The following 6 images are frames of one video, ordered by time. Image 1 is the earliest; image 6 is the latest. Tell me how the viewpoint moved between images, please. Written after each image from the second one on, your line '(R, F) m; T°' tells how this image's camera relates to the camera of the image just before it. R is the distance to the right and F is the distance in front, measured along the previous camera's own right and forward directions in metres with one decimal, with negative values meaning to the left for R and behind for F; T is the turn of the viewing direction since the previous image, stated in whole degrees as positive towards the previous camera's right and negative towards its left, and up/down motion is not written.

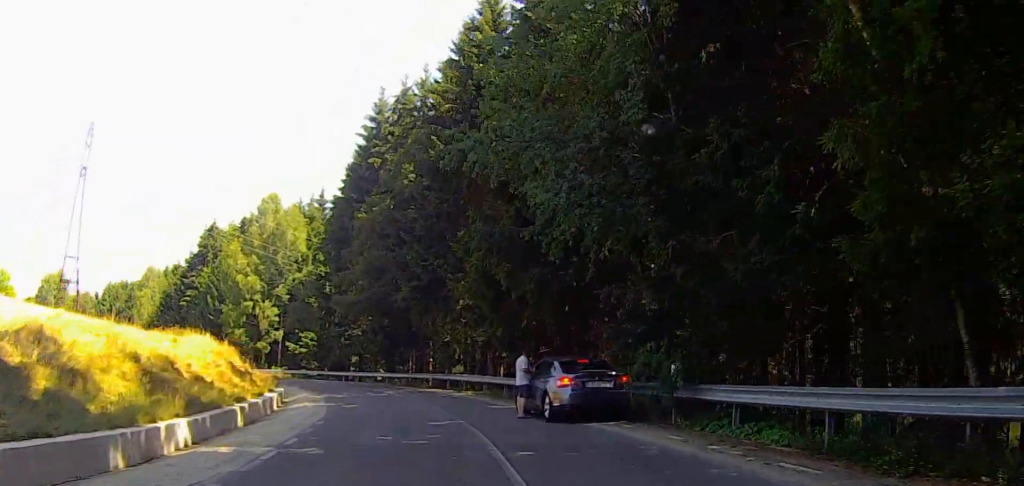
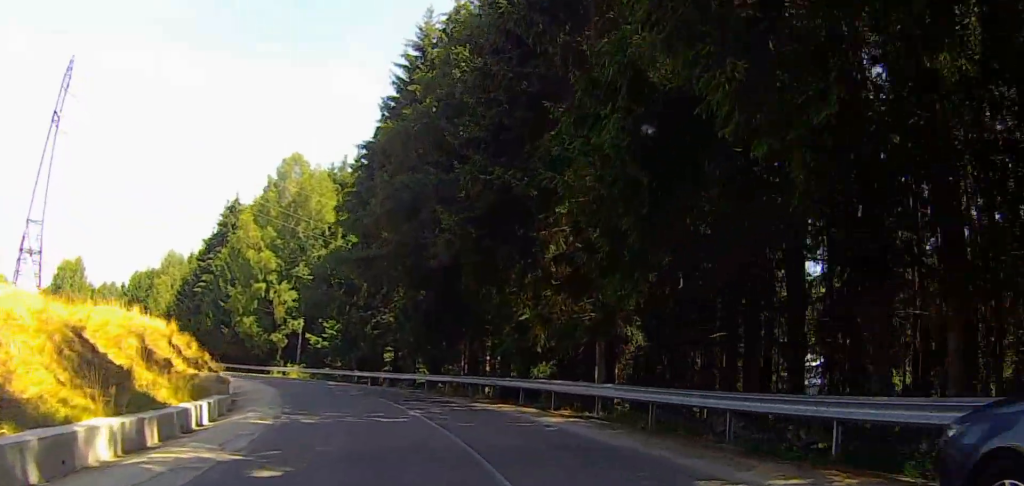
(-1.8, +14.8) m; -4°
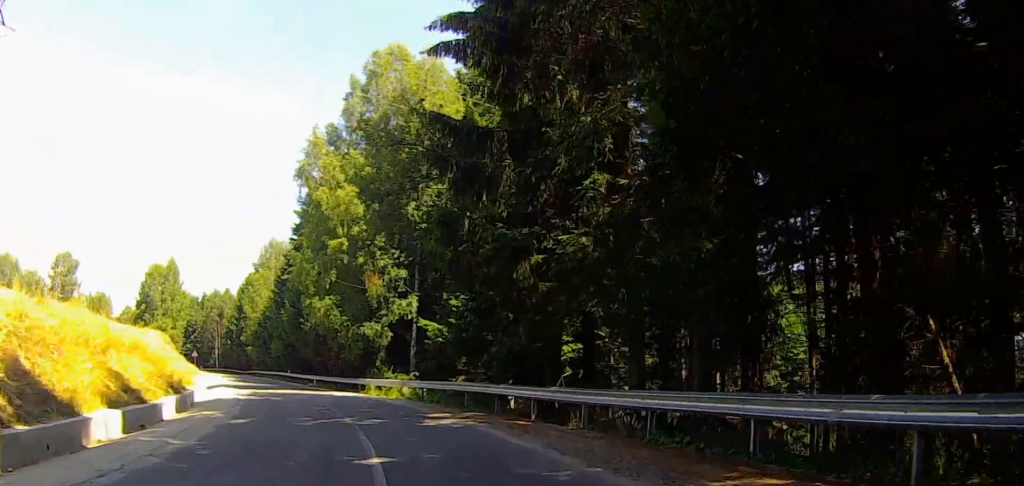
(-1.5, +25.1) m; -13°
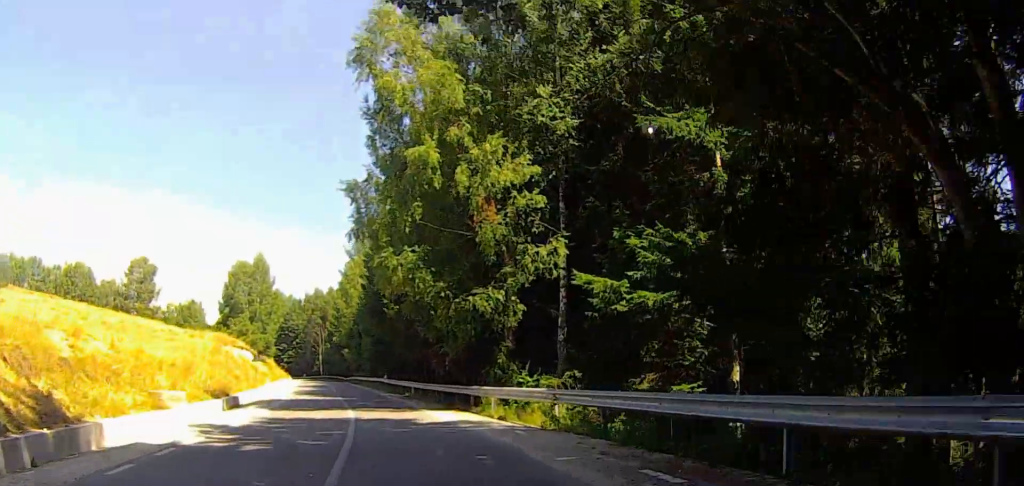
(-1.3, +16.1) m; -6°
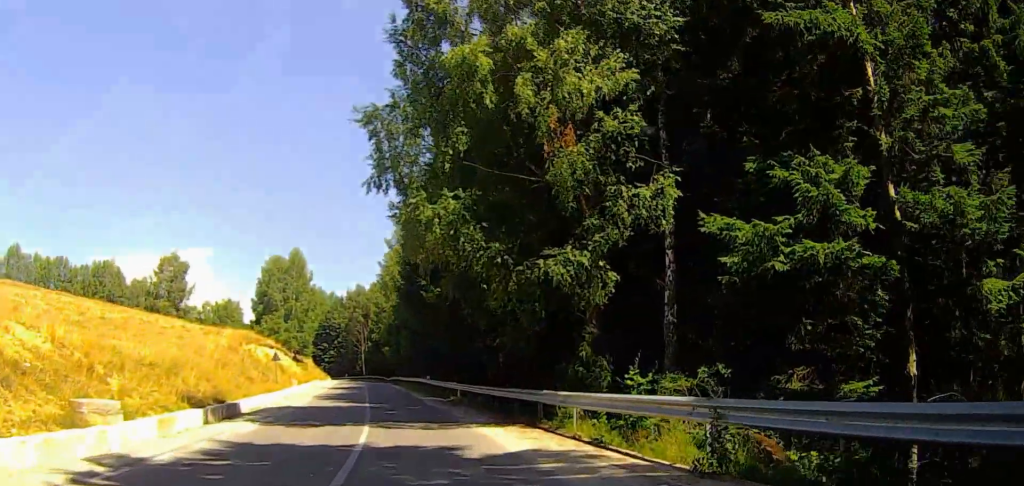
(-0.1, +7.1) m; -2°
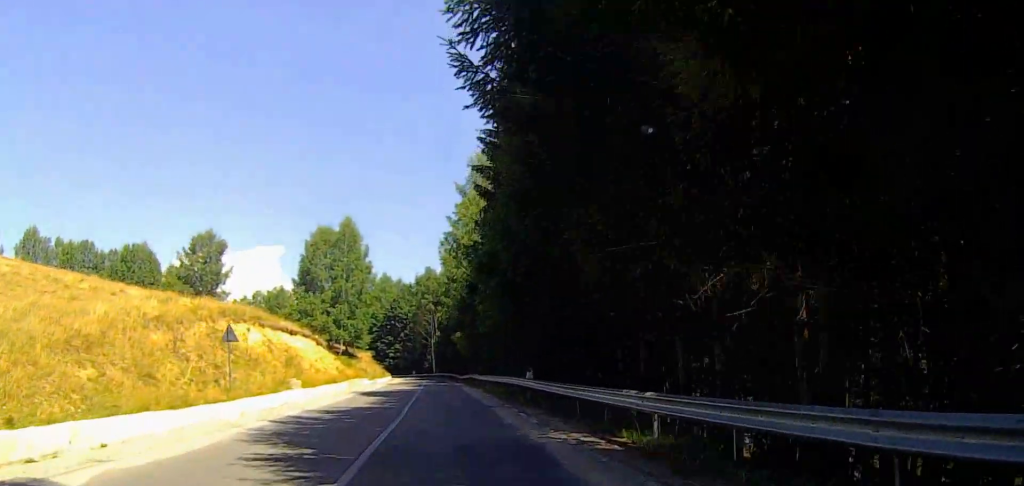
(-2.4, +21.4) m; -12°
